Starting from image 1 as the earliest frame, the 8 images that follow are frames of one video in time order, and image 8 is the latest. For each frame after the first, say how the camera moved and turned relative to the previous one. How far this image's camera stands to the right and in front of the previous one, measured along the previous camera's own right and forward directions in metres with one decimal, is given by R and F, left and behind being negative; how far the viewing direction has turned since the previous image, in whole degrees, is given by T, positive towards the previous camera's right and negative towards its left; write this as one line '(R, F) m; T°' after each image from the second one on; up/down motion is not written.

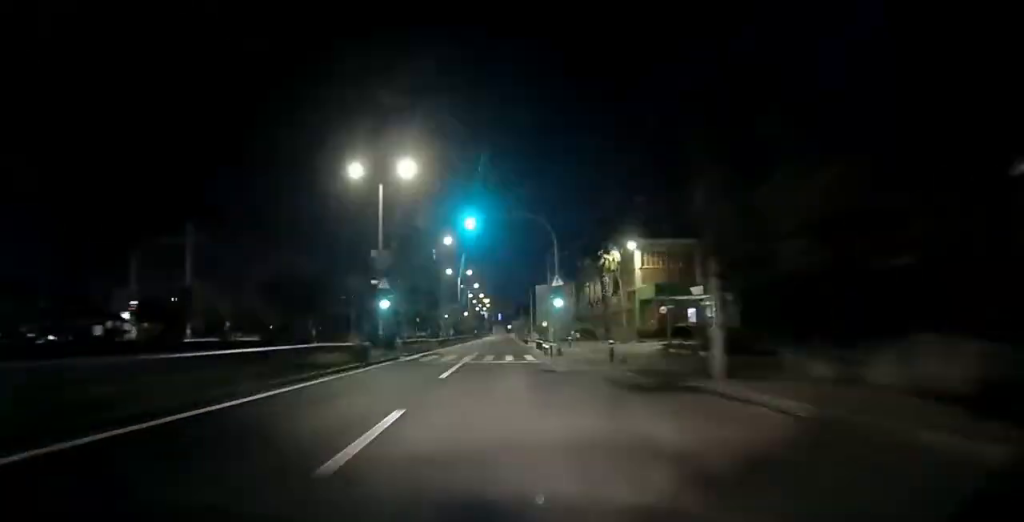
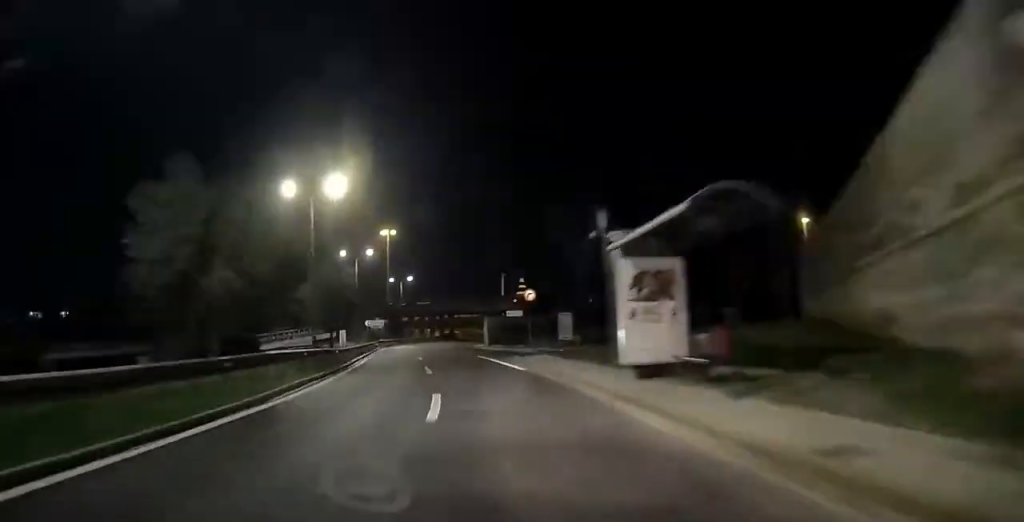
(-15.9, +268.4) m; -8°
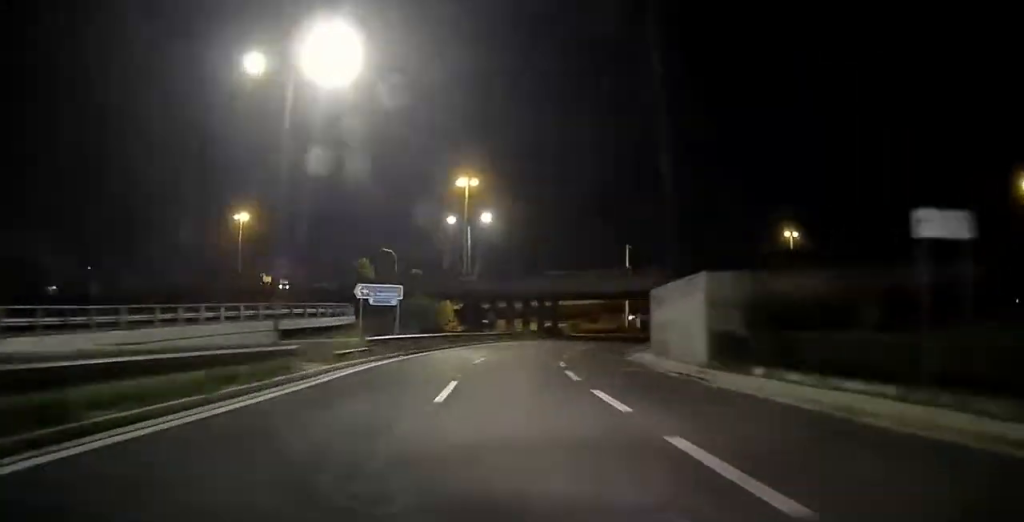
(-7.8, +46.9) m; +6°
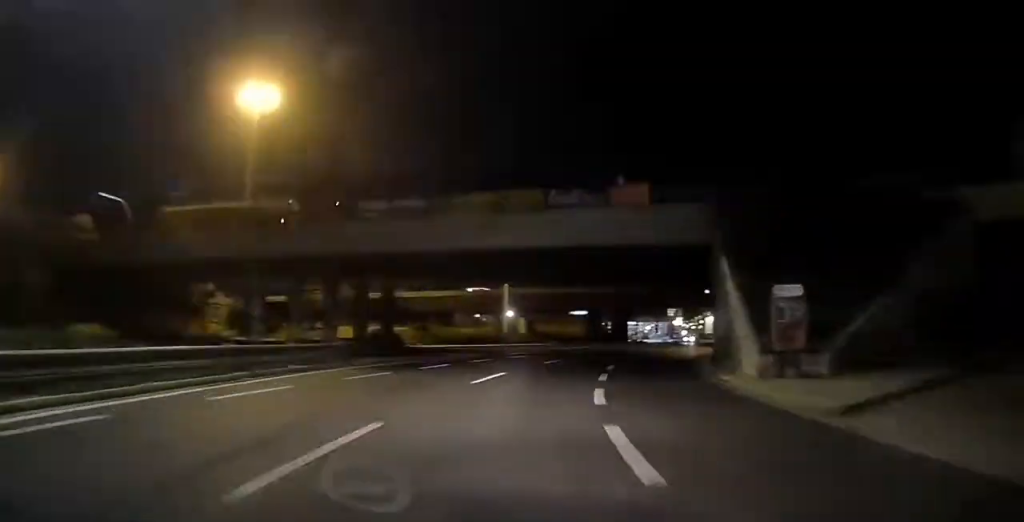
(+6.1, +43.5) m; +8°
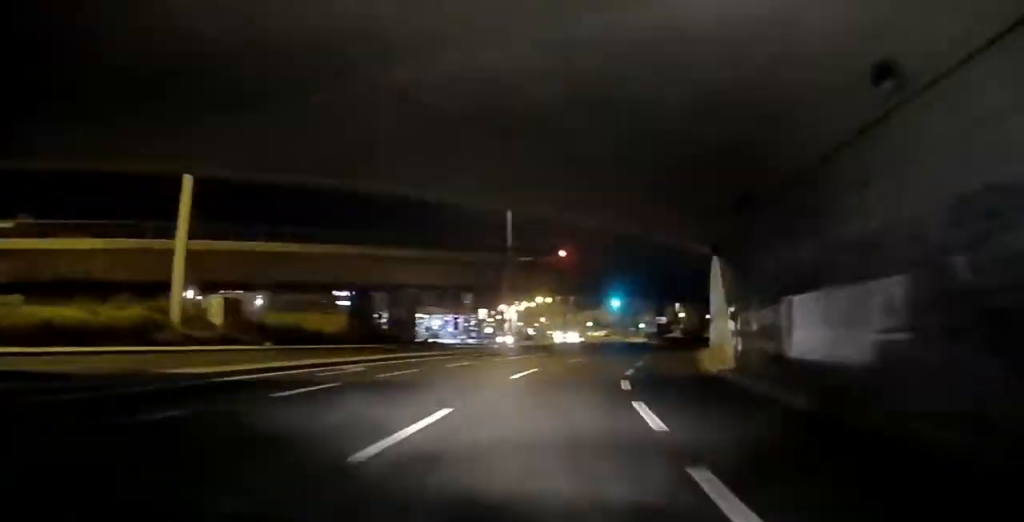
(+6.5, +36.2) m; +8°
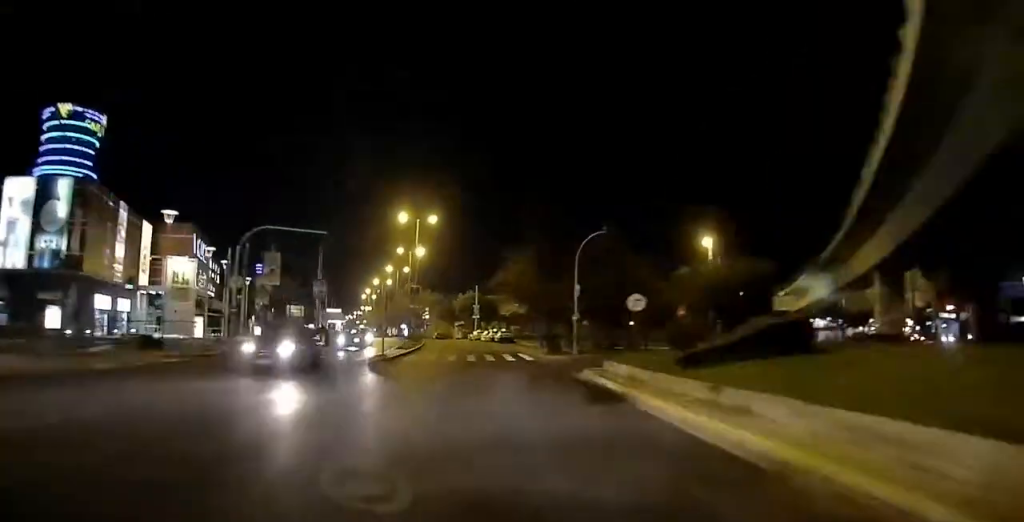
(+11.4, +106.8) m; +1°
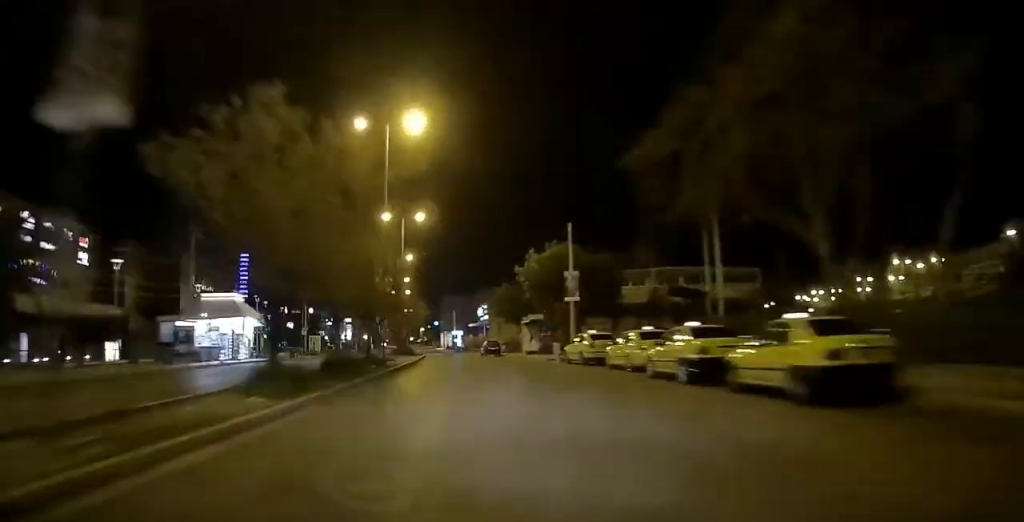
(-3.7, +59.9) m; -4°
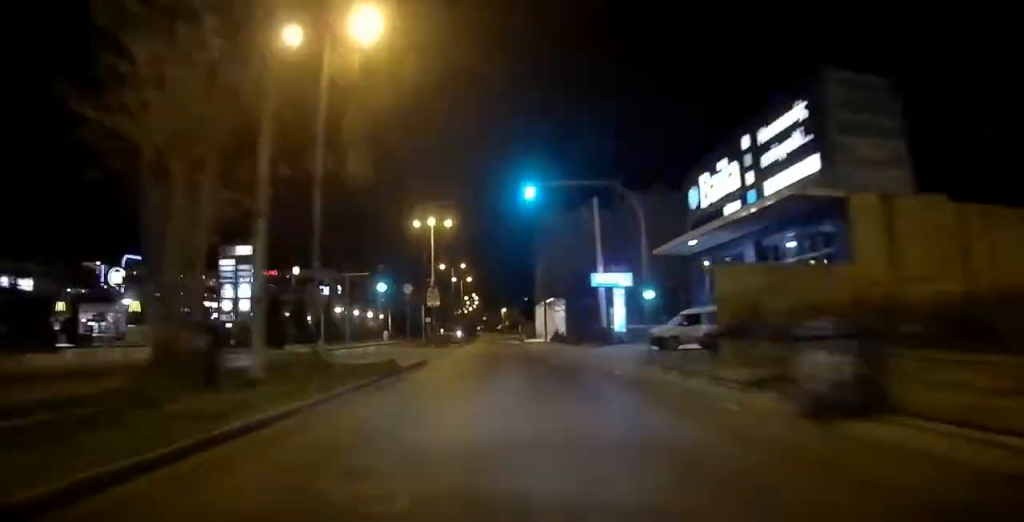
(-8.2, +111.9) m; -5°
